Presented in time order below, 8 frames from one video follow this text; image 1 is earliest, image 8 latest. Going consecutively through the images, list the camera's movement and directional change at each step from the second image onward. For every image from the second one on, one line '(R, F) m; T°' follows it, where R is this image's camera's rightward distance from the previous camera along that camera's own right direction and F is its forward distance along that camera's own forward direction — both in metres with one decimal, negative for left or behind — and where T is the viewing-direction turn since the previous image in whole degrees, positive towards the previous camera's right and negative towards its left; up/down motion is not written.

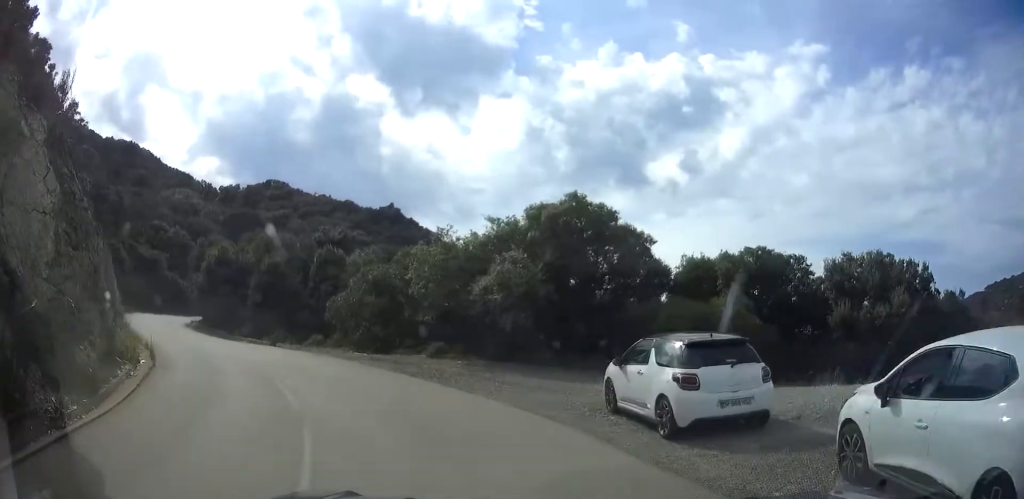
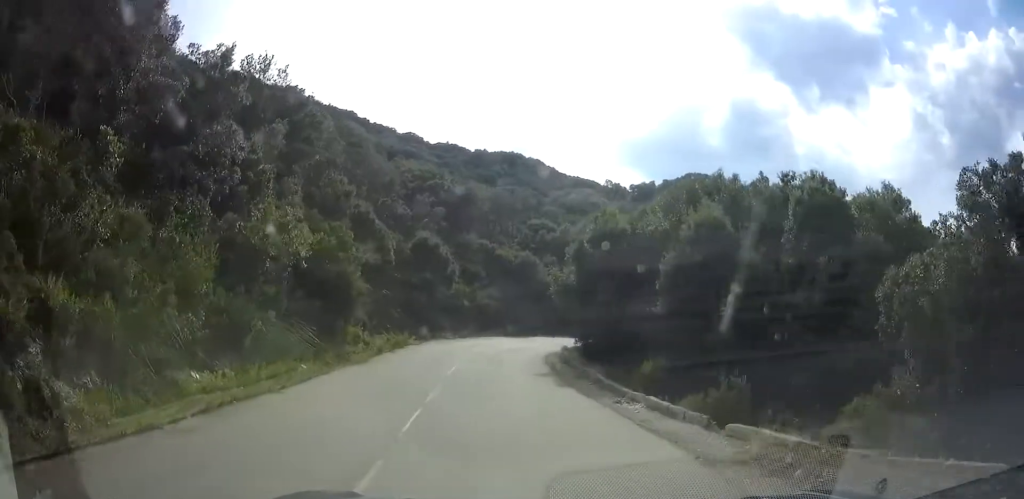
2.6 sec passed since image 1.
(-3.7, +18.1) m; -25°
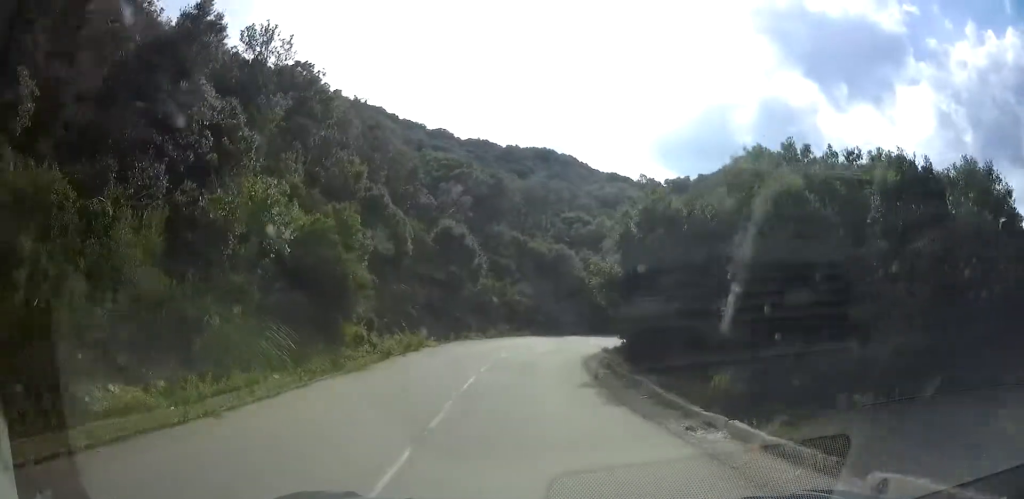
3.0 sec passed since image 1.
(-0.2, +3.4) m; -3°
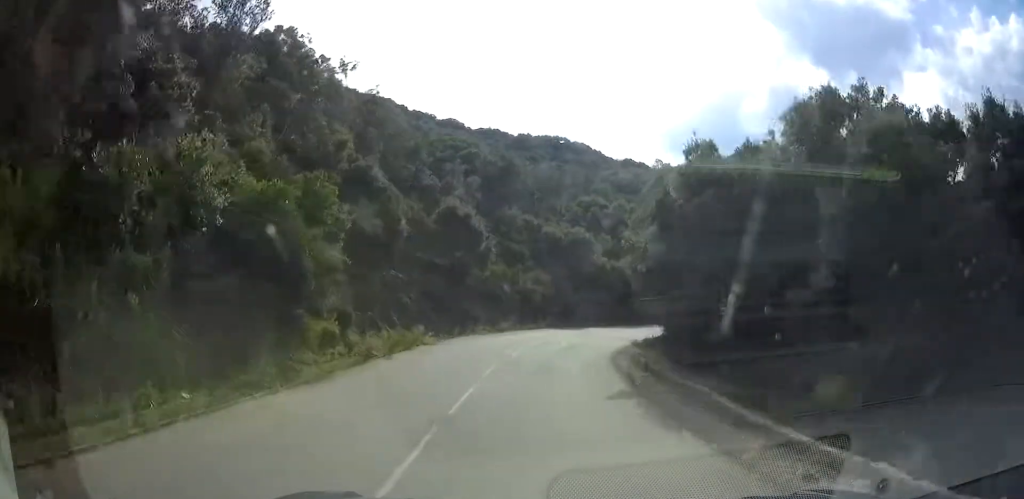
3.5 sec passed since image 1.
(0.0, +4.0) m; -2°
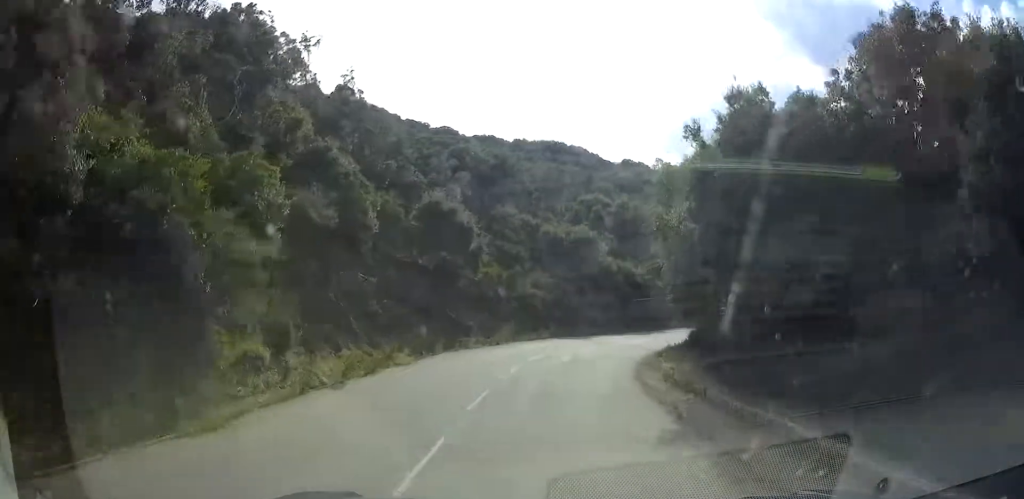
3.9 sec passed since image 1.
(+0.2, +3.9) m; -2°
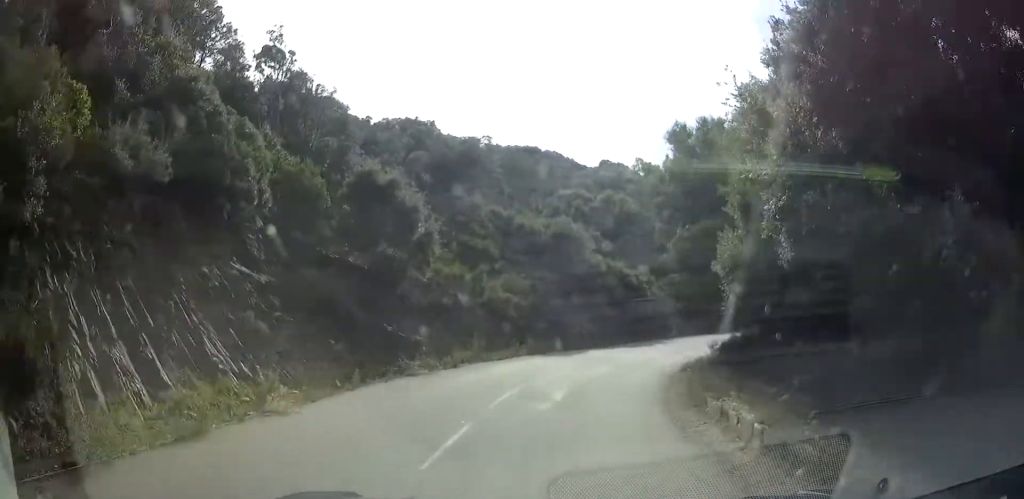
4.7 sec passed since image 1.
(-0.4, +6.8) m; -2°
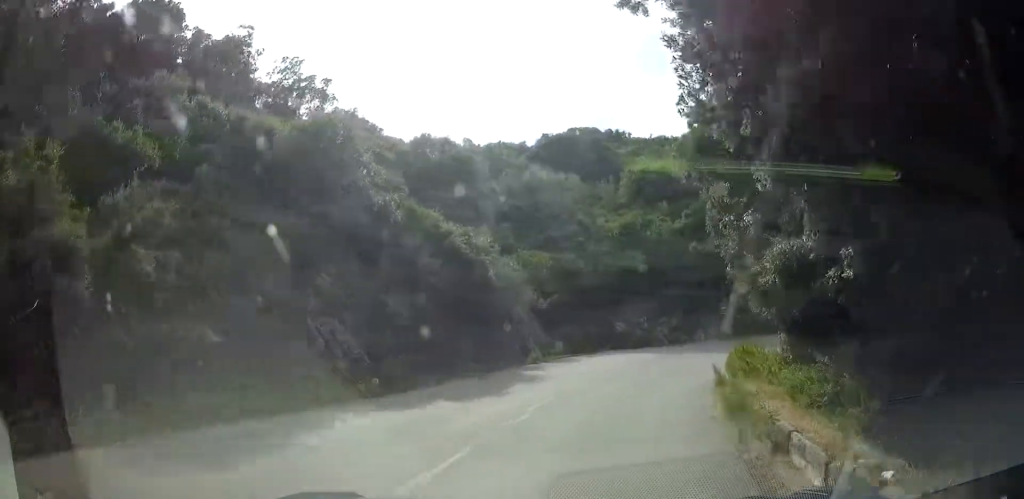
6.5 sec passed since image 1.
(+0.8, +18.2) m; +12°
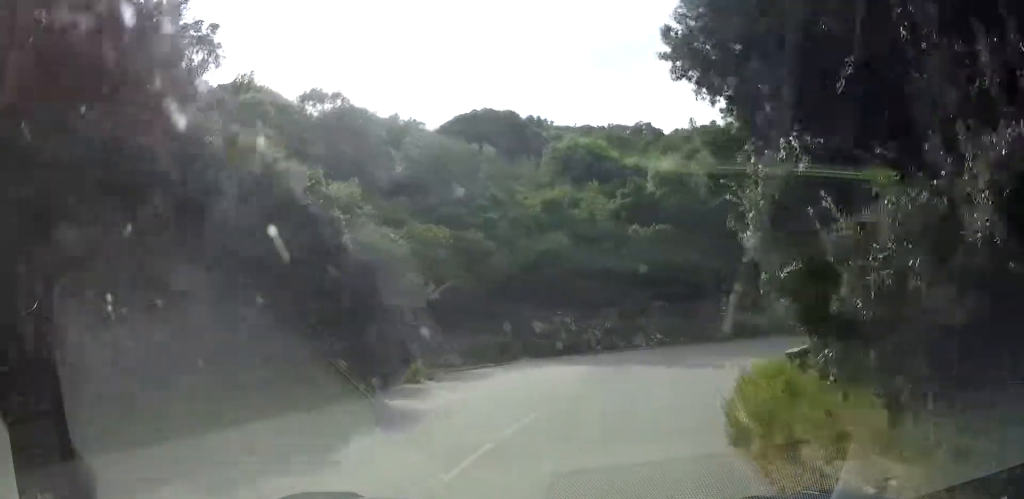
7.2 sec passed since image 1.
(+0.4, +6.5) m; +11°
